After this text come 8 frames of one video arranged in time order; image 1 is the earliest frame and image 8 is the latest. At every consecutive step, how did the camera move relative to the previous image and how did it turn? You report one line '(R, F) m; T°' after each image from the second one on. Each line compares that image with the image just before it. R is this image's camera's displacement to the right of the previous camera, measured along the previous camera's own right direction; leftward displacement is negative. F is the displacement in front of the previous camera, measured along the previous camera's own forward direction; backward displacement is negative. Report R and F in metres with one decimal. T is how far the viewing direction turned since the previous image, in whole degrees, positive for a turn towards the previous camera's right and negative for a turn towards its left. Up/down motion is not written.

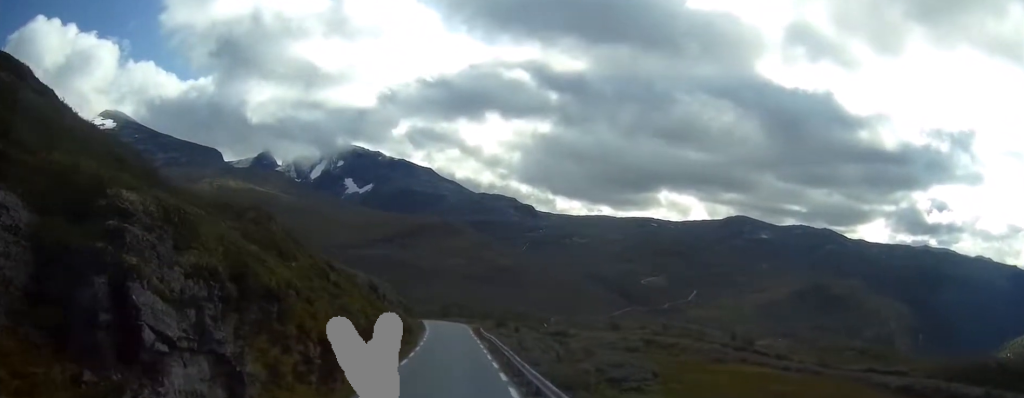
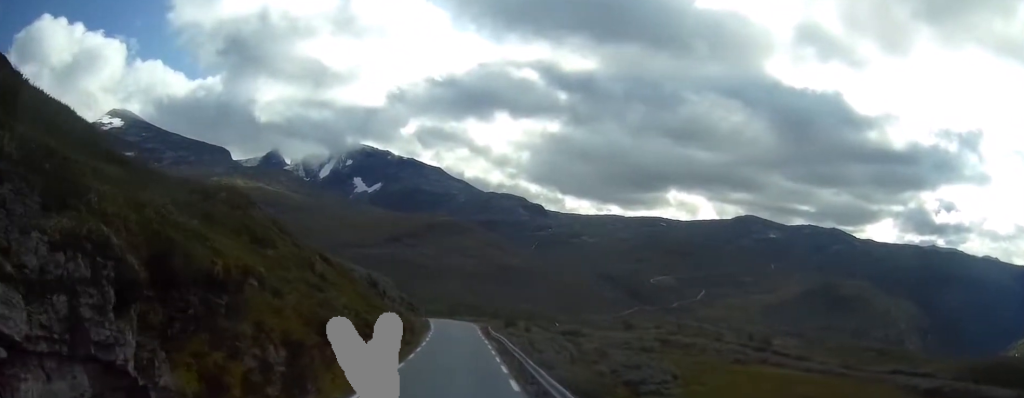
(0.0, +5.0) m; +1°
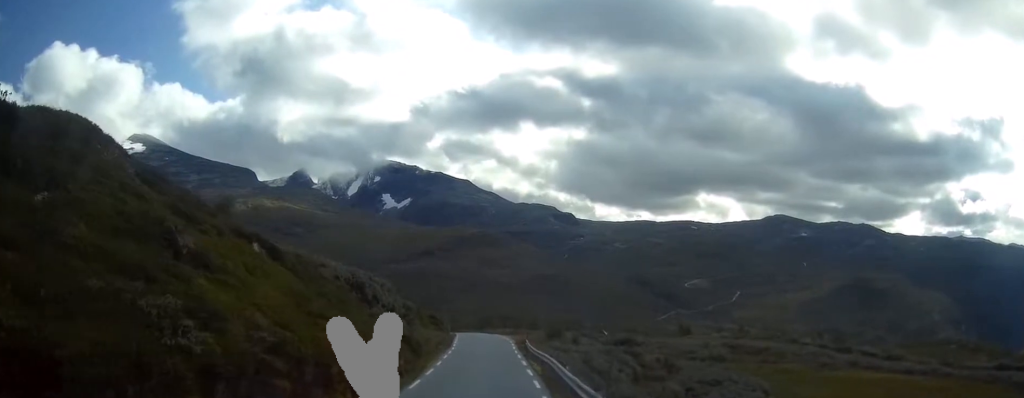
(-1.1, +17.0) m; -4°
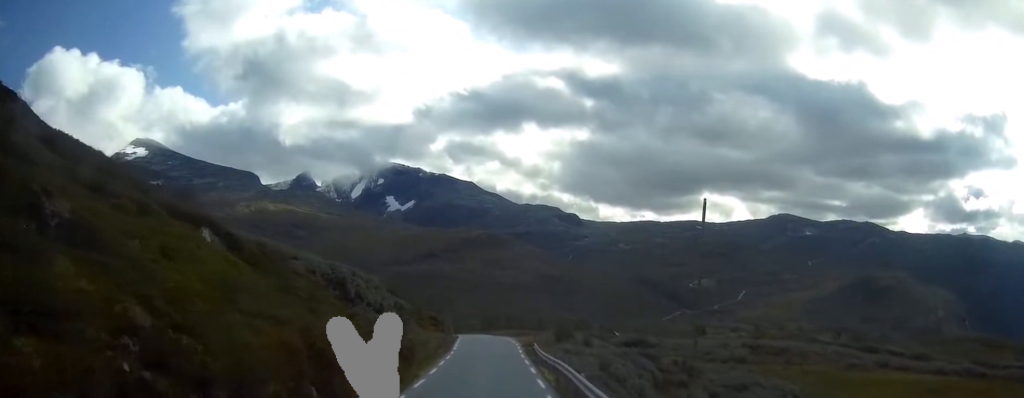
(+0.2, +5.4) m; +2°
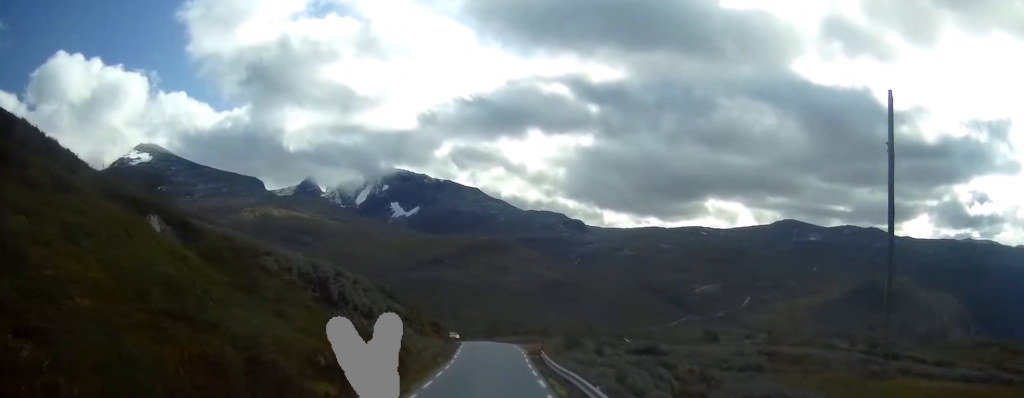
(+0.1, +3.9) m; 0°
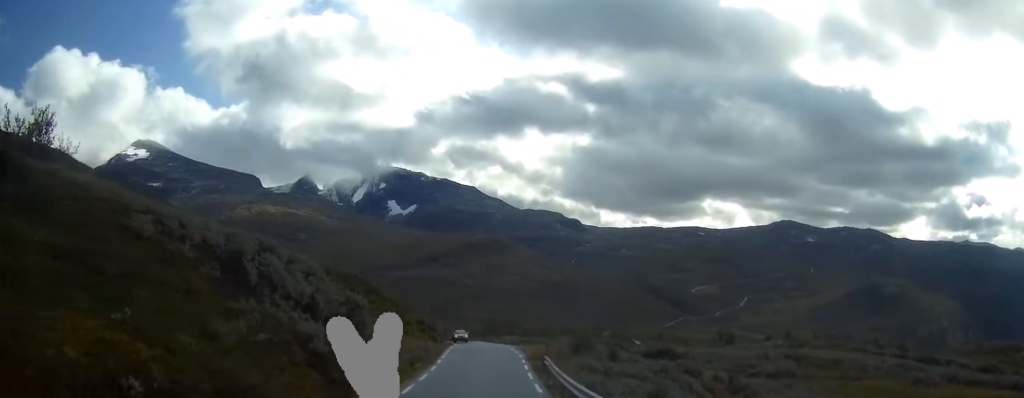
(-0.3, +8.8) m; -2°
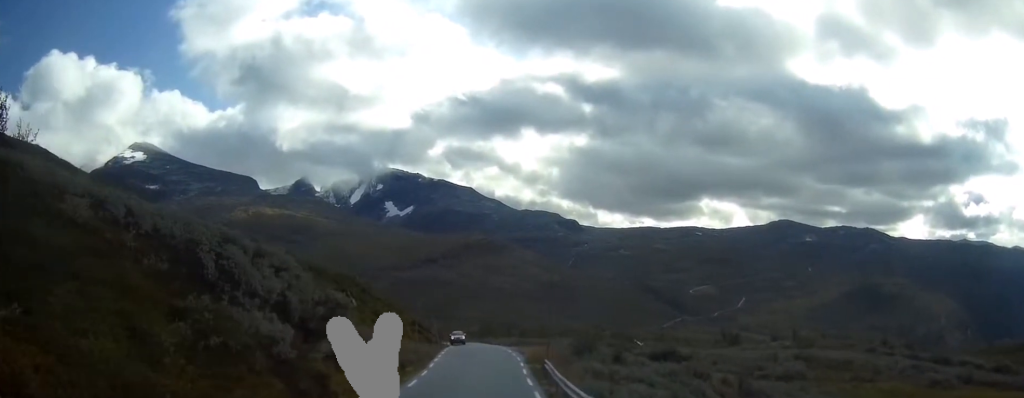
(0.0, +2.8) m; 0°
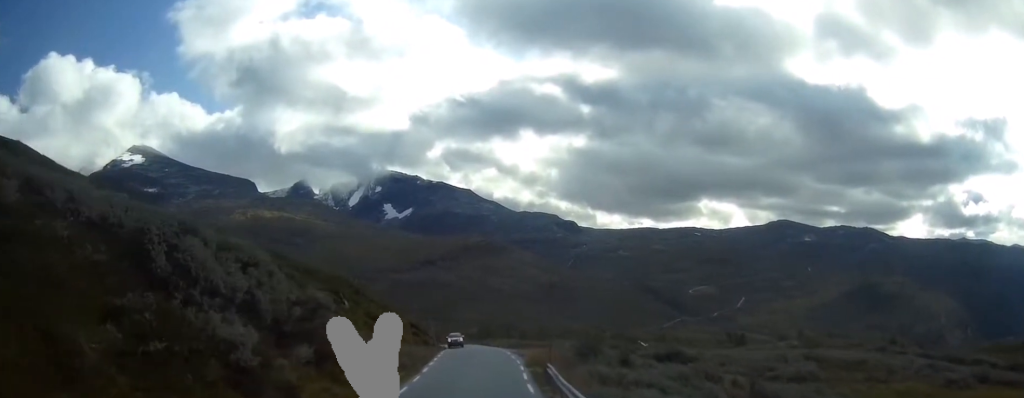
(0.0, +2.5) m; 0°
